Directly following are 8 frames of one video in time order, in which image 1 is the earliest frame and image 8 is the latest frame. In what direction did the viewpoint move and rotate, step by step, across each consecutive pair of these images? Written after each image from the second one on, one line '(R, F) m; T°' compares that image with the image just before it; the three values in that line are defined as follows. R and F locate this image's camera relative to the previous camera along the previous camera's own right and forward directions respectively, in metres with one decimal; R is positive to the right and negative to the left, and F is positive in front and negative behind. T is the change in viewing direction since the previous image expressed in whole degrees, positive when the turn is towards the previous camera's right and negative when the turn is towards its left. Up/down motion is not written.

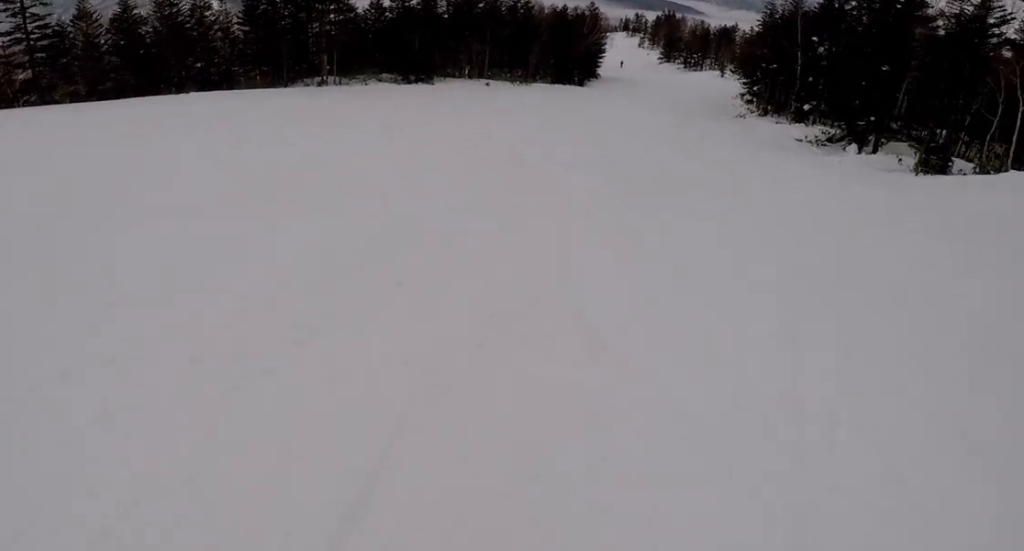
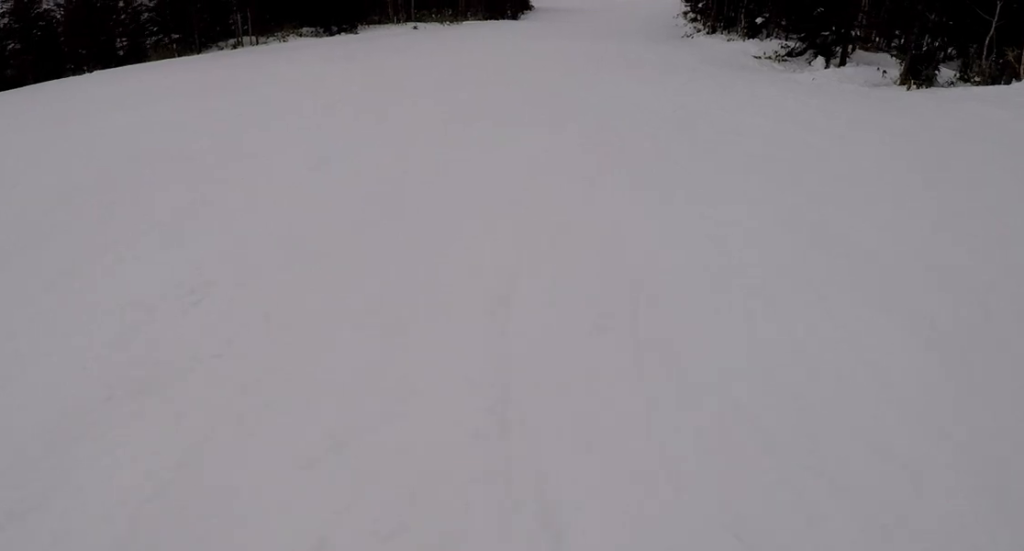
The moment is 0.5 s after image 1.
(+0.3, +3.6) m; +1°
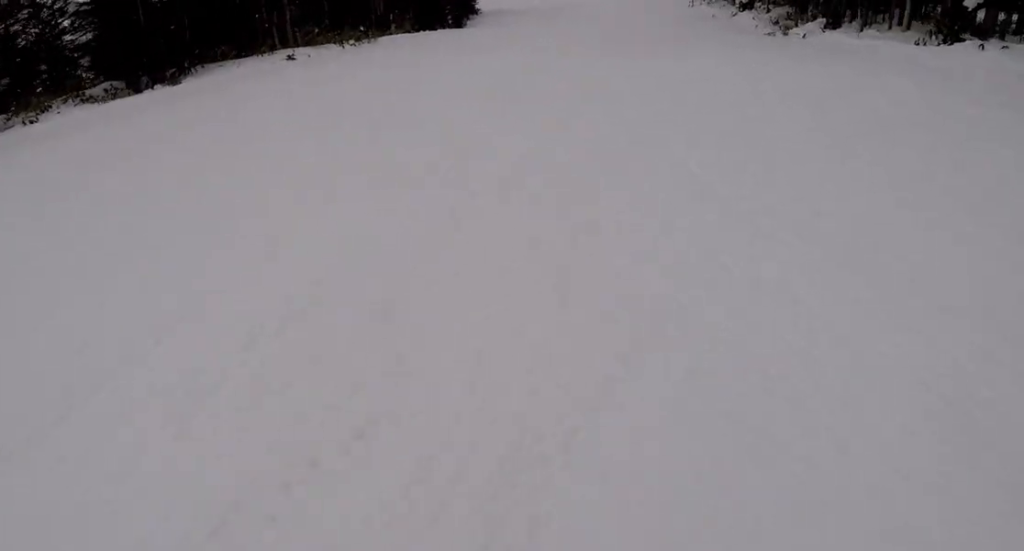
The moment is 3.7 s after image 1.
(-2.4, +25.2) m; +4°
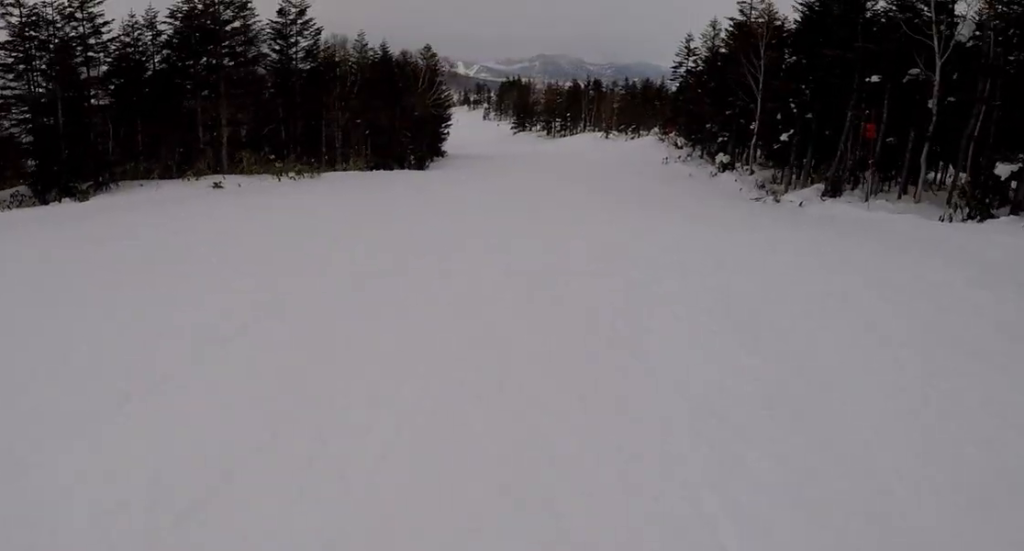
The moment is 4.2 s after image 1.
(+0.5, +4.5) m; +4°
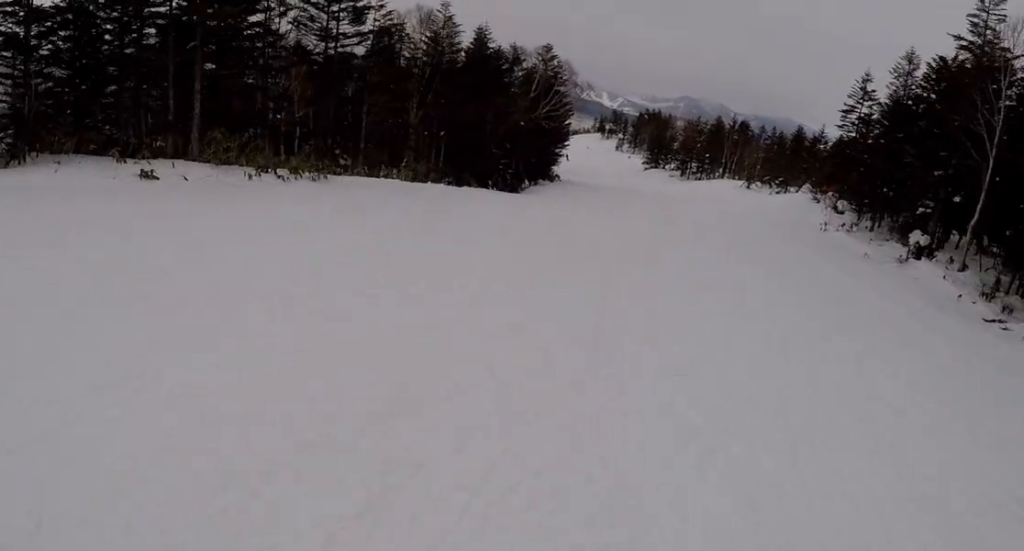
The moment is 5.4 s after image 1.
(-0.6, +10.8) m; -7°
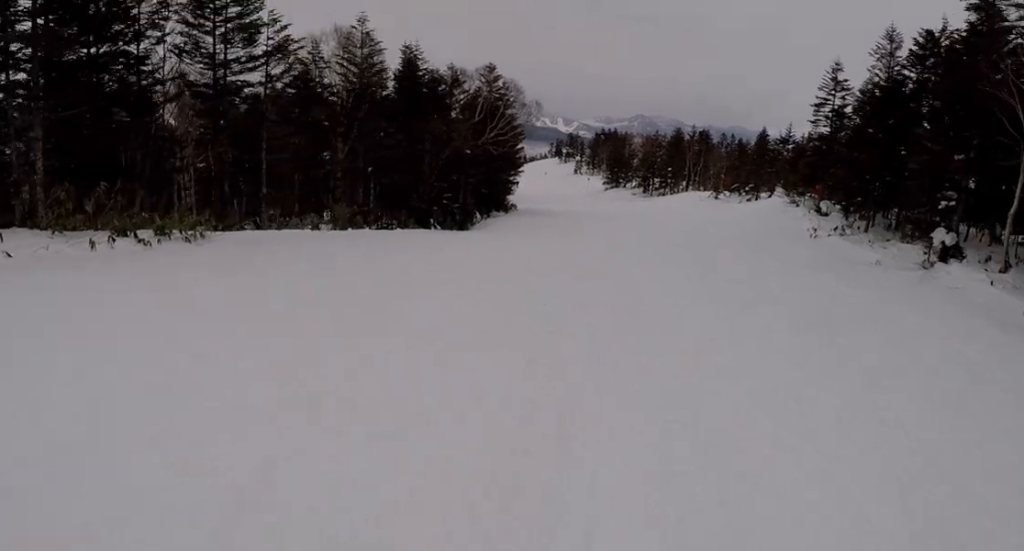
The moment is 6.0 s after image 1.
(-0.6, +4.8) m; +4°
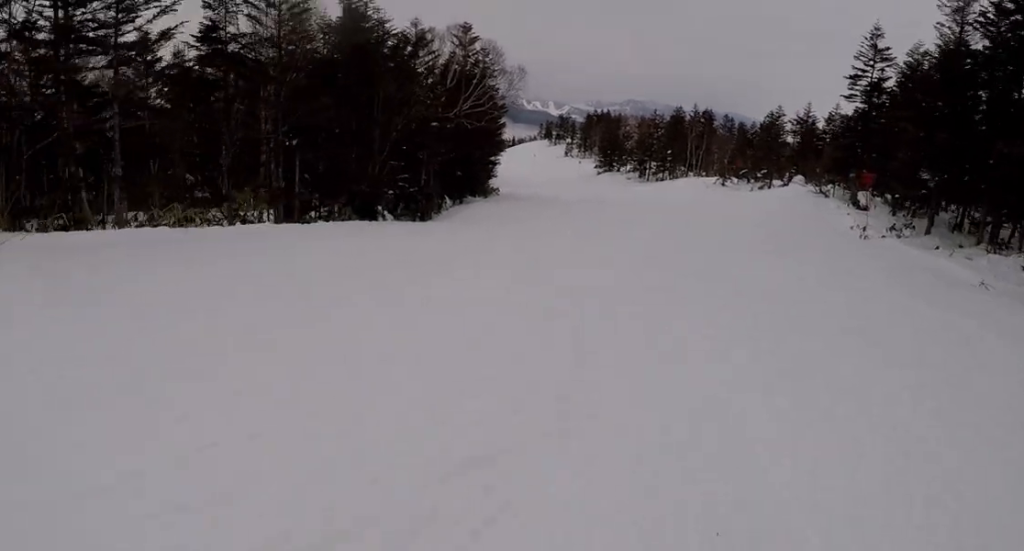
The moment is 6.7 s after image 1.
(+0.4, +6.6) m; +5°
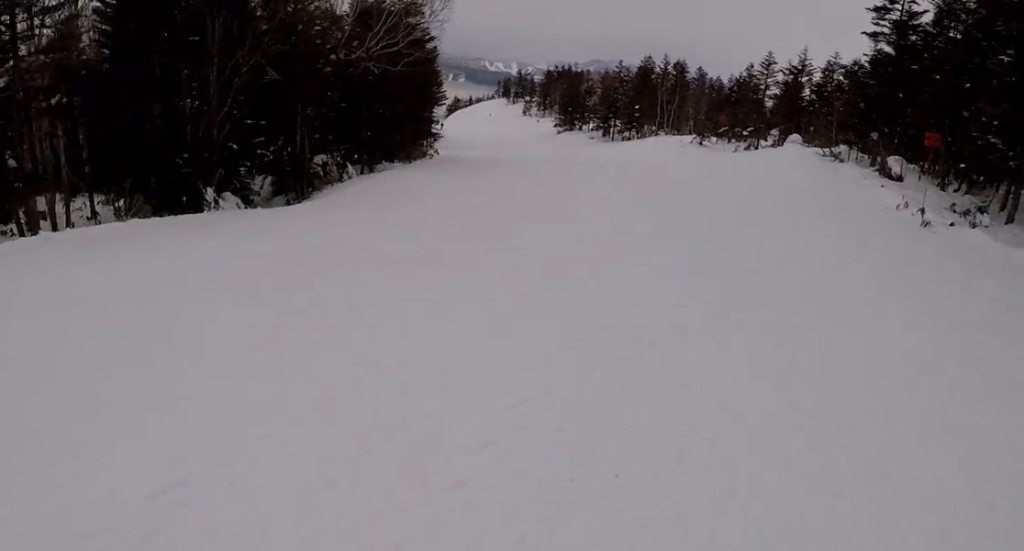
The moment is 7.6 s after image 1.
(+0.9, +8.4) m; 0°
